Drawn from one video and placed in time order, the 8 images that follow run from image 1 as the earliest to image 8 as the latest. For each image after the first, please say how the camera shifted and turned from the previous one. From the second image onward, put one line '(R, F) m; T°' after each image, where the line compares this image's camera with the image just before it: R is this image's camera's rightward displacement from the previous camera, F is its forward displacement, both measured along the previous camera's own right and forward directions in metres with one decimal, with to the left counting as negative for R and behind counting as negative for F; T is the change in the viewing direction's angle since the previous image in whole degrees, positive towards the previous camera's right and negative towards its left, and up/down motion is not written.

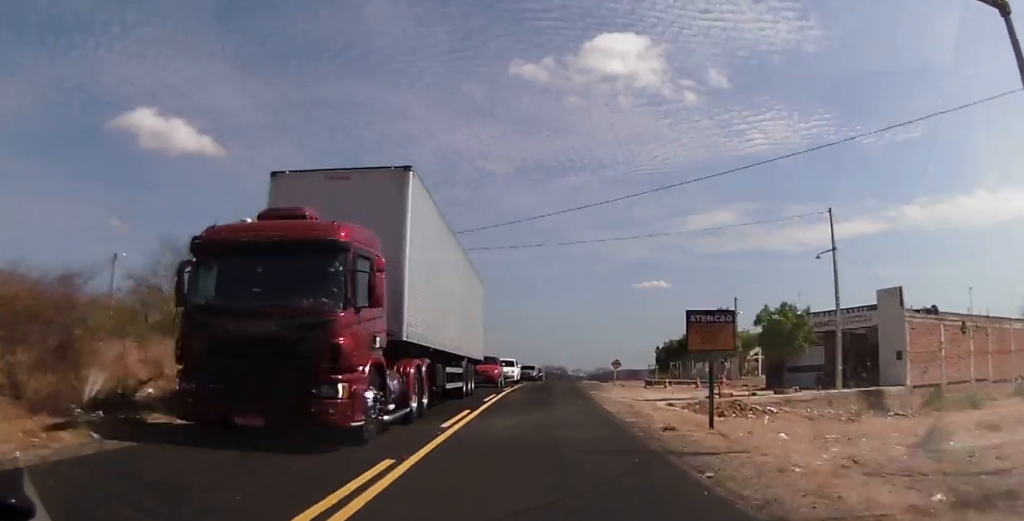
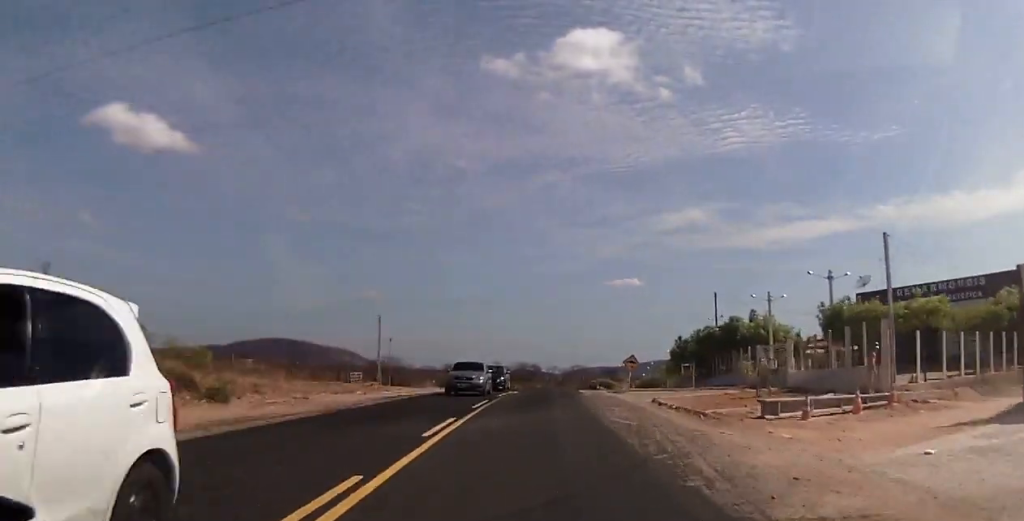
(+0.5, +30.1) m; +1°
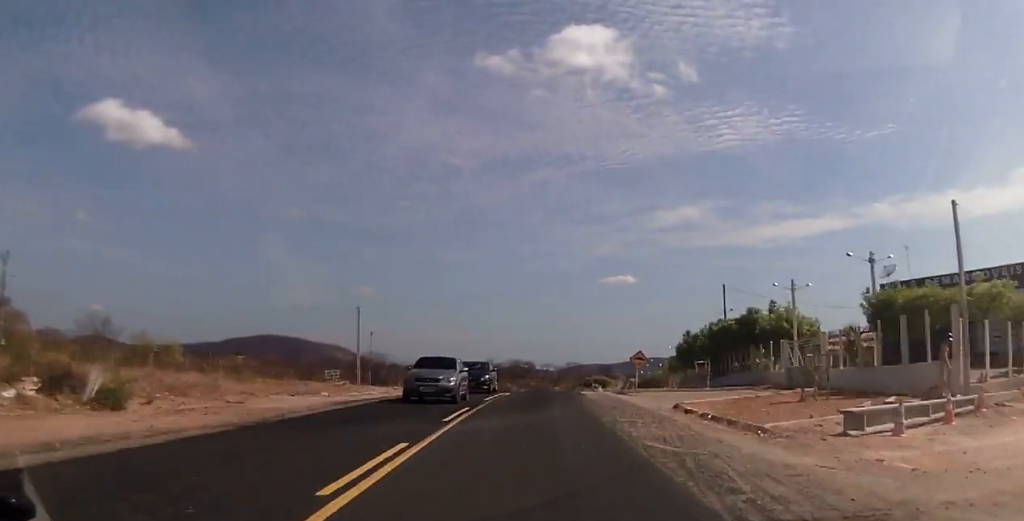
(-0.2, +6.2) m; +1°
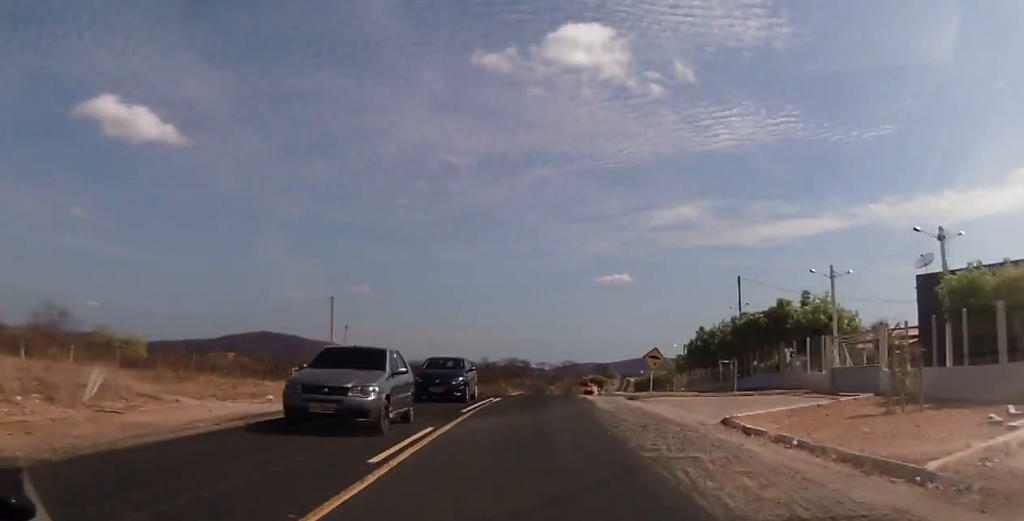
(+0.3, +7.0) m; 0°
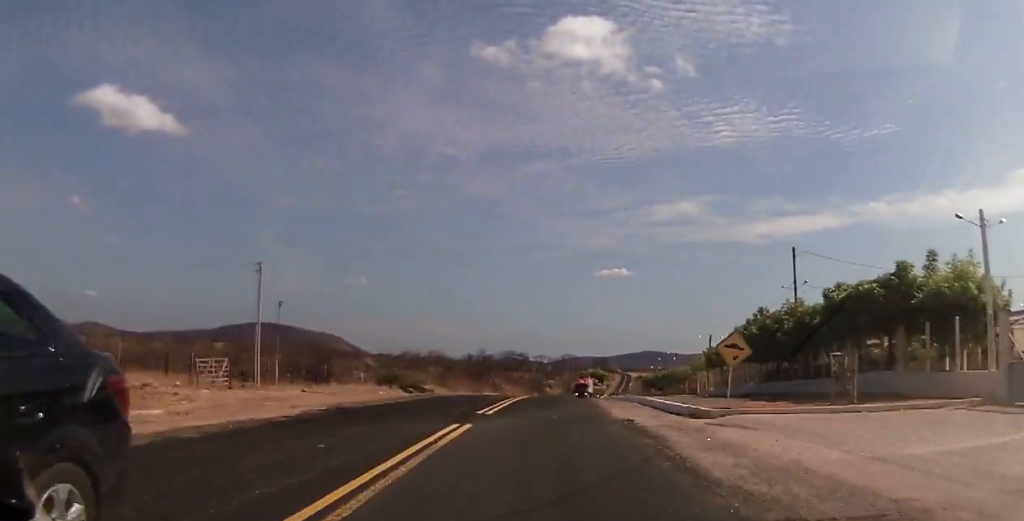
(0.0, +15.5) m; 0°
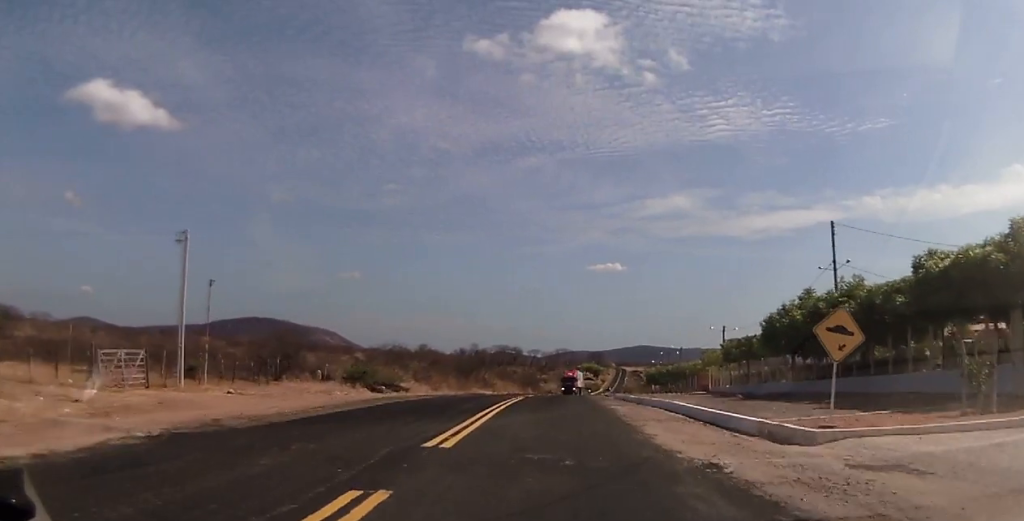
(+0.2, +9.7) m; +3°
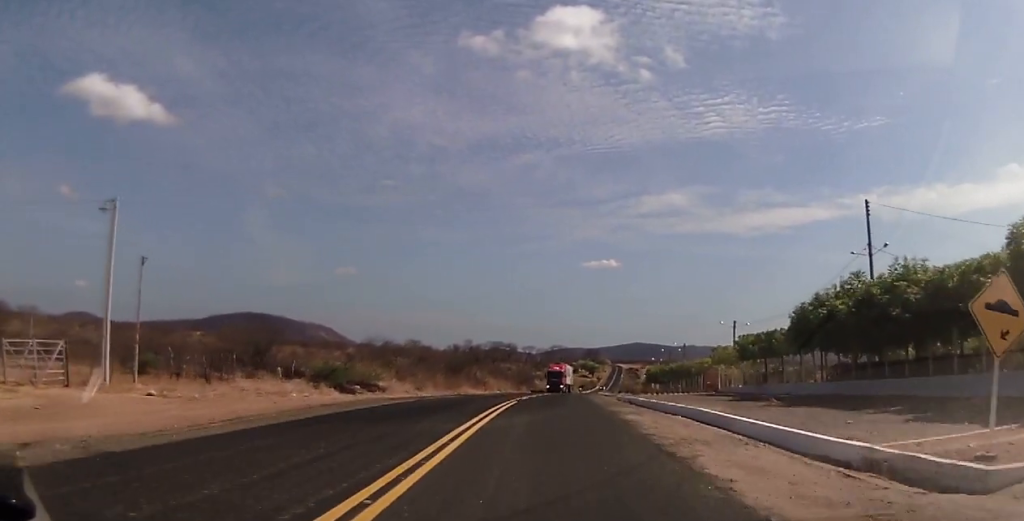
(+0.3, +7.6) m; +2°
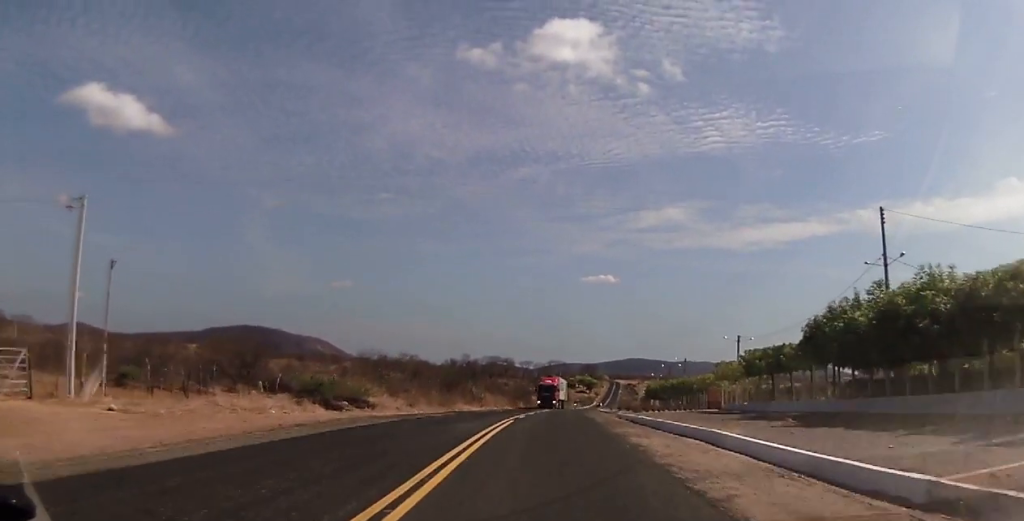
(0.0, +3.4) m; +1°
